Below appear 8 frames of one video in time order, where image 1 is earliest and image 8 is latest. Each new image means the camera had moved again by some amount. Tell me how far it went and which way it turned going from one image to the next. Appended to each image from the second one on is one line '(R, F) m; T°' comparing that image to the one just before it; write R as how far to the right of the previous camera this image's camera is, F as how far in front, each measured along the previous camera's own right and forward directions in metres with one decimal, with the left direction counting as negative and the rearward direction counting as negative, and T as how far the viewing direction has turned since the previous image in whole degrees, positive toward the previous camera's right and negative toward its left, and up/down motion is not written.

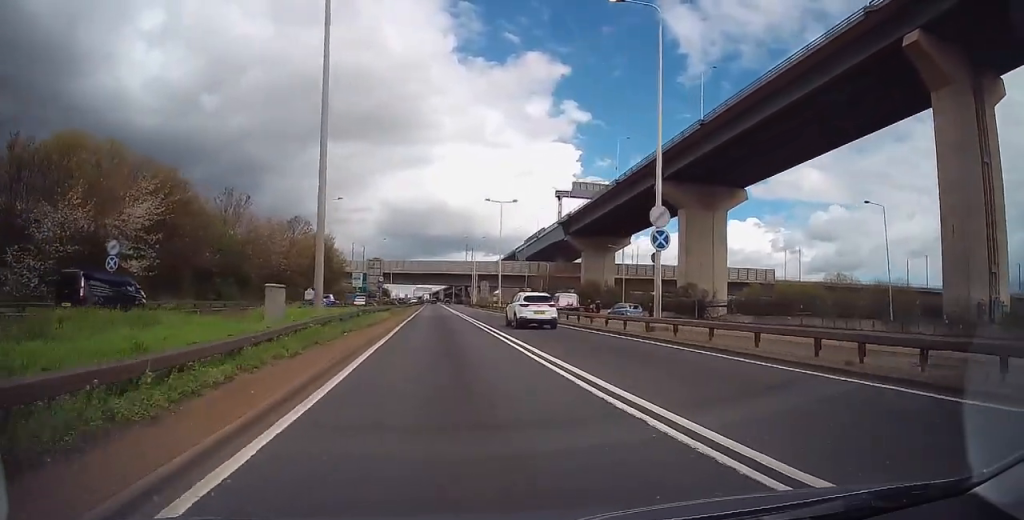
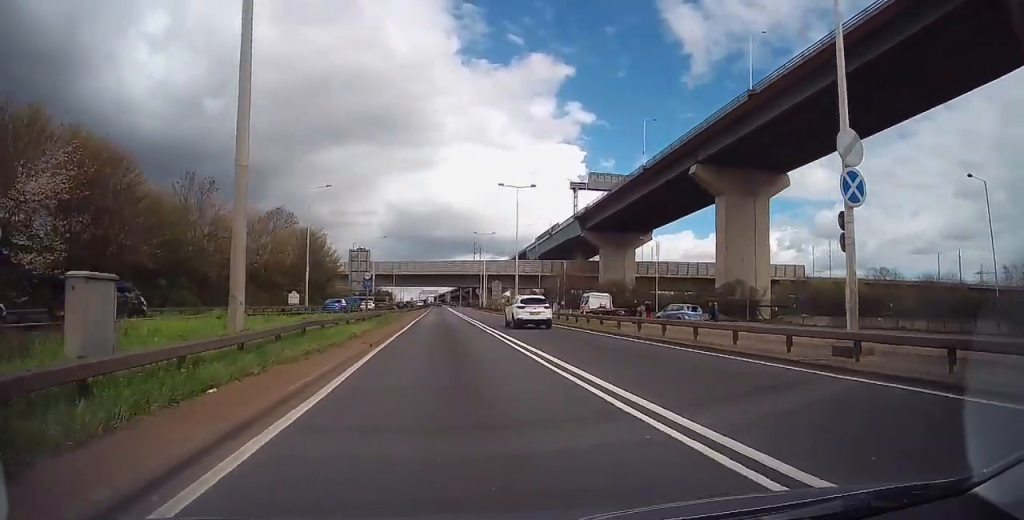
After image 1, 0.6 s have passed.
(0.0, +11.1) m; -1°
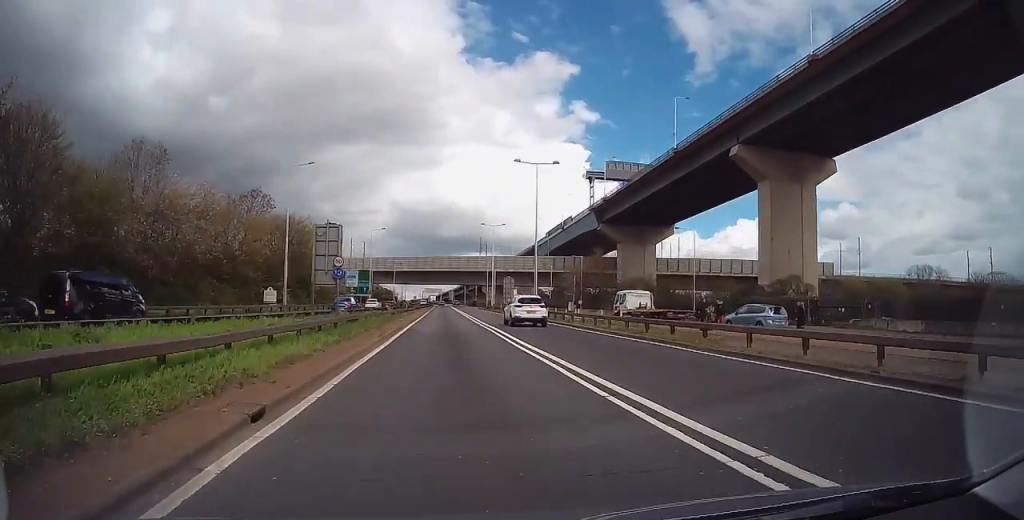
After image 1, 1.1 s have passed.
(-0.2, +10.4) m; -1°
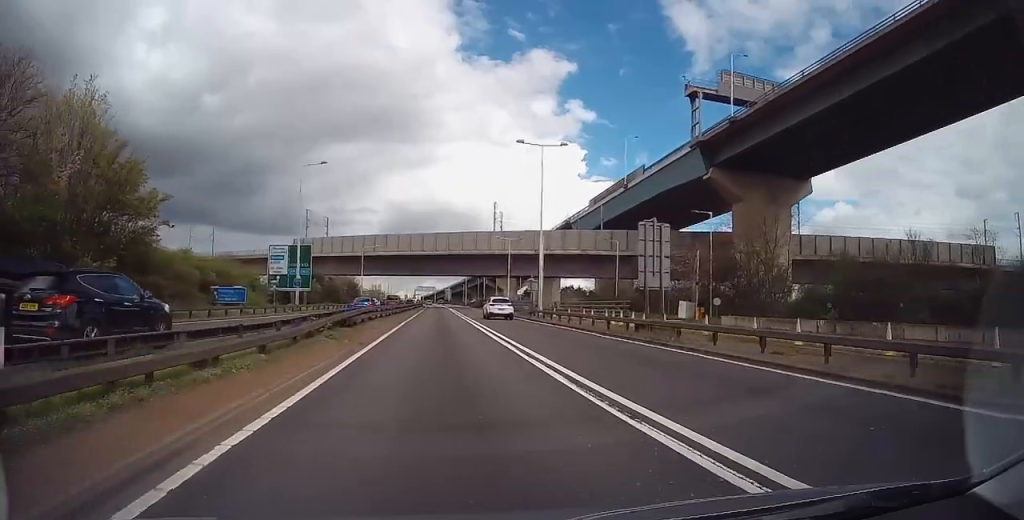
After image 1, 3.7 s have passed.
(+0.4, +50.2) m; +1°
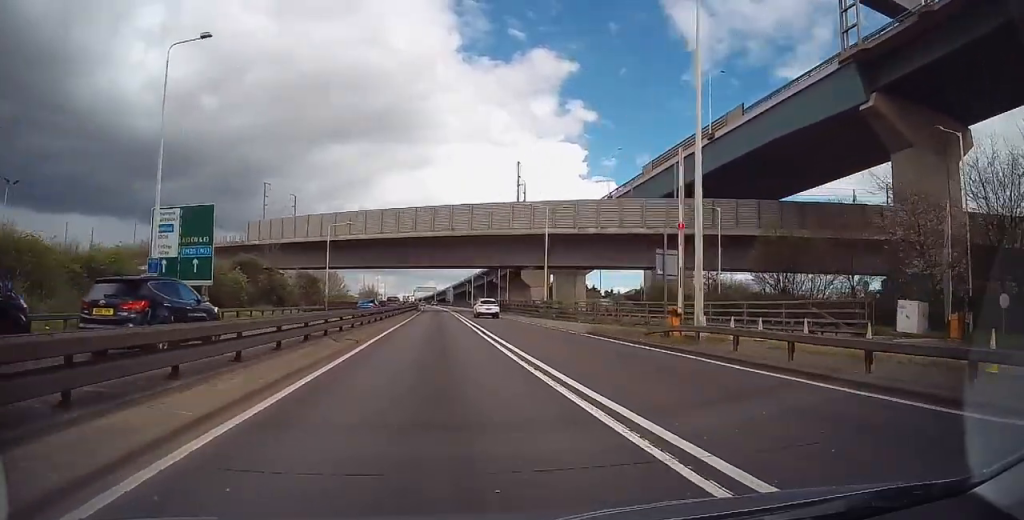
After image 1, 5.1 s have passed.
(0.0, +29.0) m; 0°
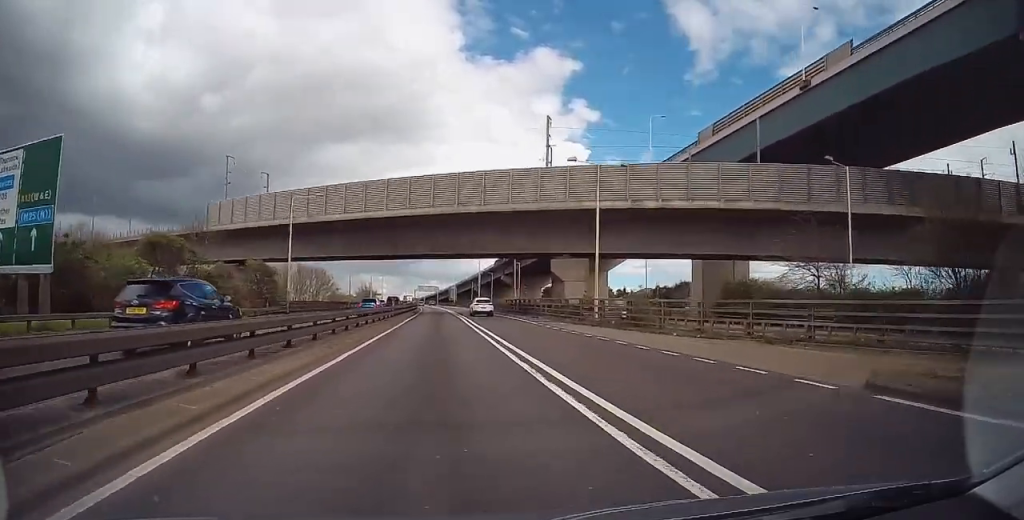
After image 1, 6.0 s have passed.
(+0.1, +17.1) m; 0°
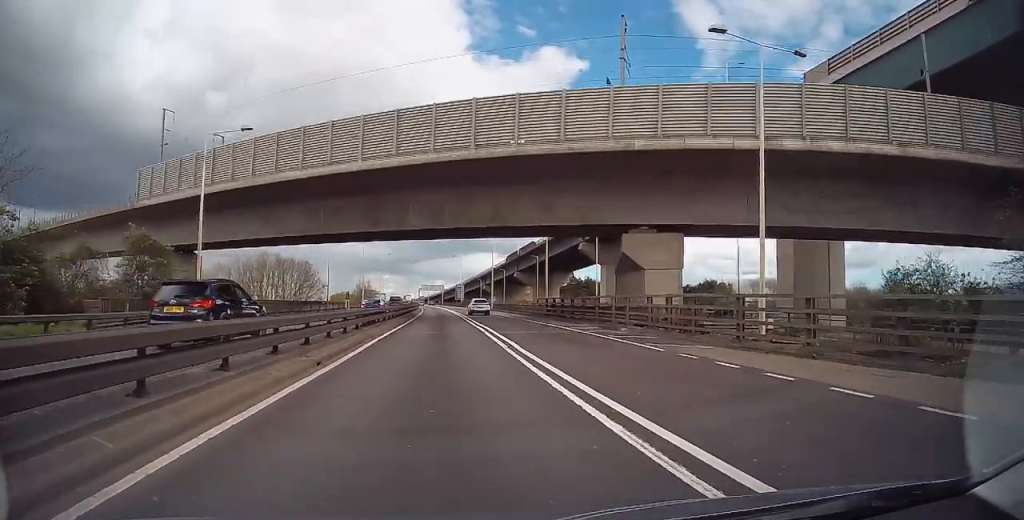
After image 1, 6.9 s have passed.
(-0.1, +19.3) m; 0°
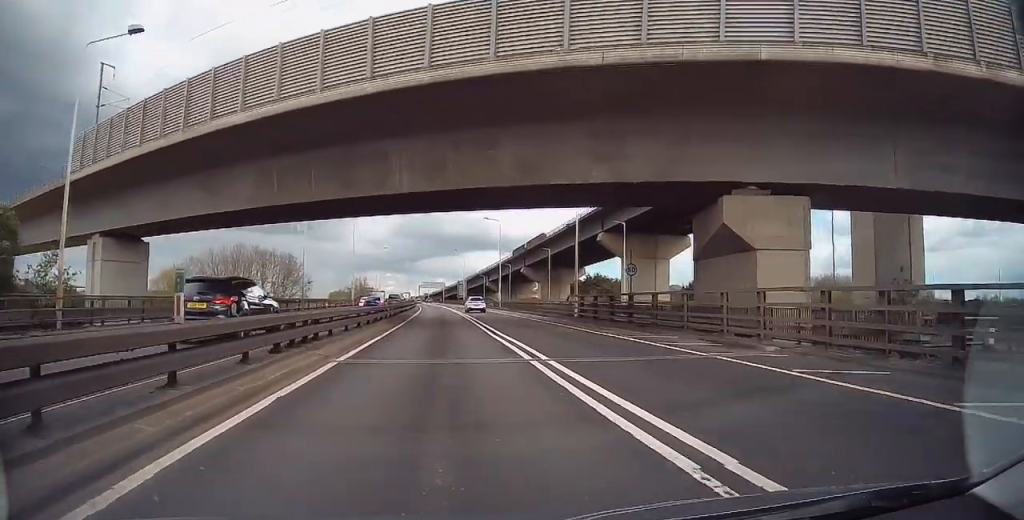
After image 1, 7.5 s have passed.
(-0.1, +12.0) m; 0°
